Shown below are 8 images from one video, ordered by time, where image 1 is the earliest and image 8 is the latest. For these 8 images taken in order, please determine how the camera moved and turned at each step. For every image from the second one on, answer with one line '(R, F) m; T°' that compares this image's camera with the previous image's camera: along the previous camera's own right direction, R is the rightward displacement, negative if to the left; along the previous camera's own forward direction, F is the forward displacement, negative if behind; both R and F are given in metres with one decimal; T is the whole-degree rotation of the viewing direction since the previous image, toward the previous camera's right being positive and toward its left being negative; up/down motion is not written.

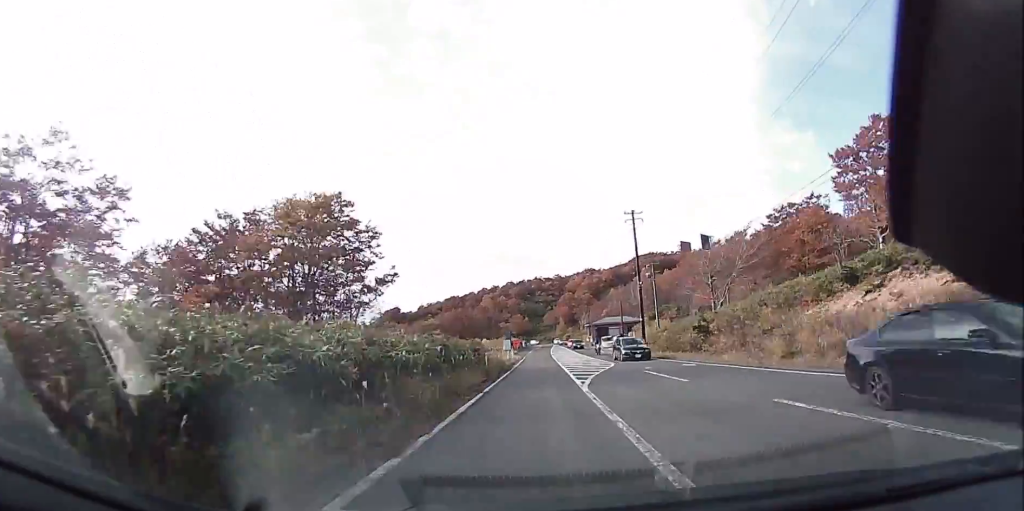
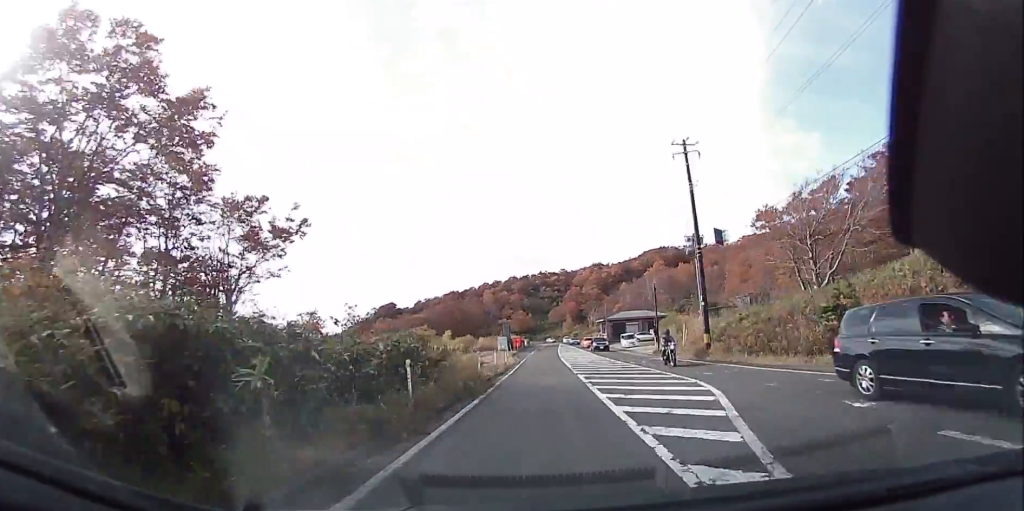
(-0.4, +14.0) m; -1°
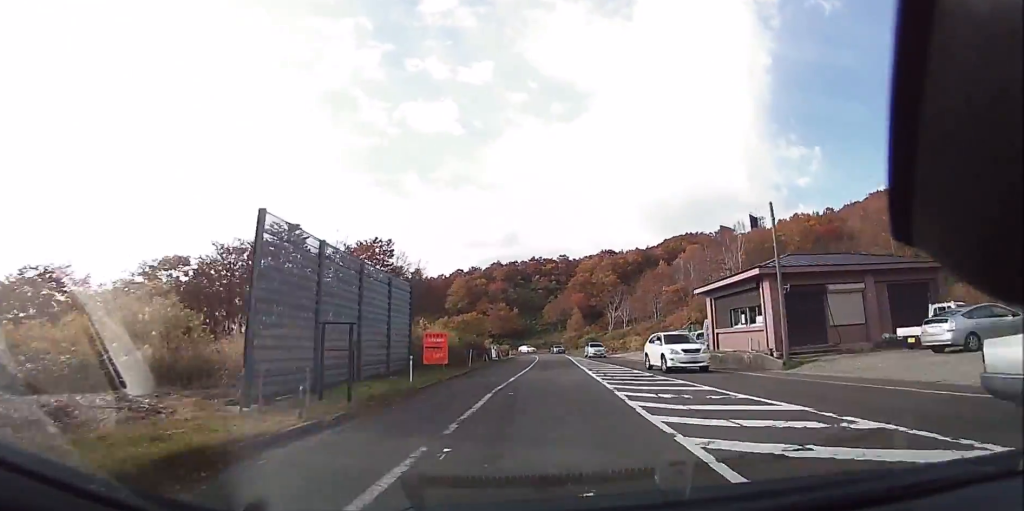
(-0.7, +53.2) m; 0°
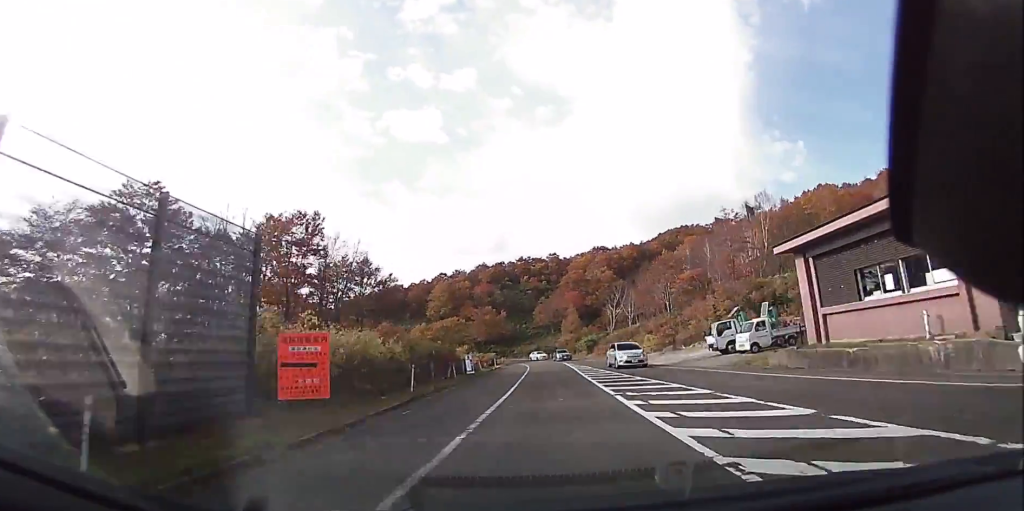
(0.0, +11.1) m; 0°
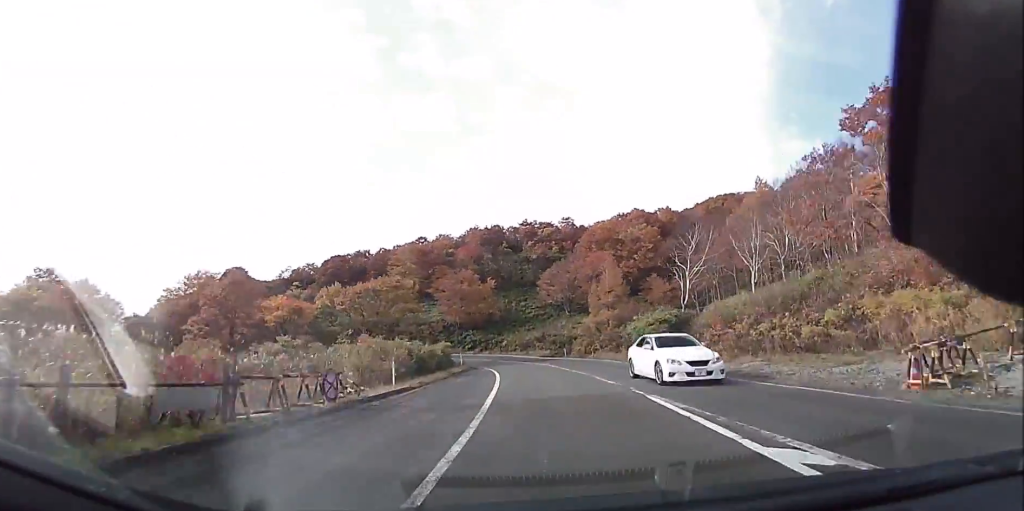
(+0.5, +34.9) m; -2°
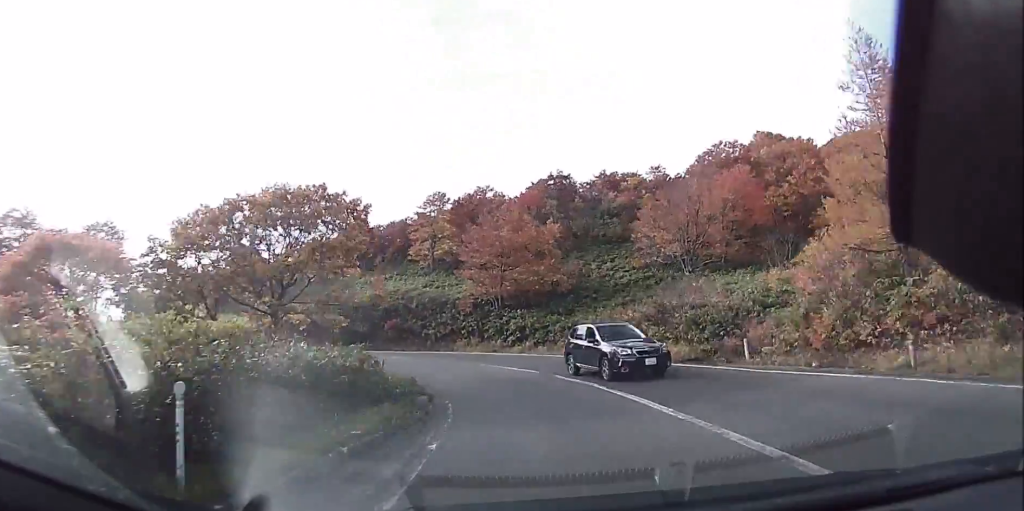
(-1.5, +25.1) m; -7°
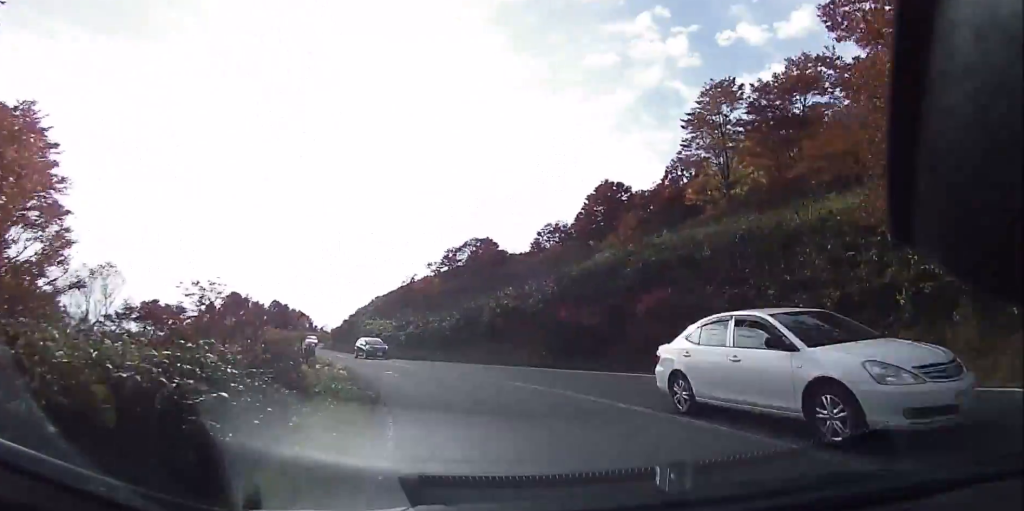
(-1.5, +25.8) m; -22°
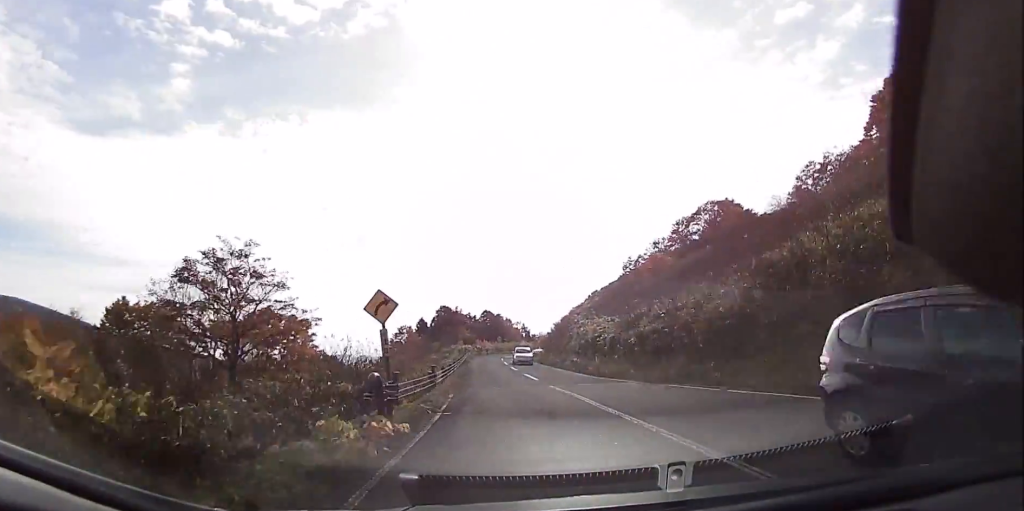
(-5.2, +15.9) m; -27°
